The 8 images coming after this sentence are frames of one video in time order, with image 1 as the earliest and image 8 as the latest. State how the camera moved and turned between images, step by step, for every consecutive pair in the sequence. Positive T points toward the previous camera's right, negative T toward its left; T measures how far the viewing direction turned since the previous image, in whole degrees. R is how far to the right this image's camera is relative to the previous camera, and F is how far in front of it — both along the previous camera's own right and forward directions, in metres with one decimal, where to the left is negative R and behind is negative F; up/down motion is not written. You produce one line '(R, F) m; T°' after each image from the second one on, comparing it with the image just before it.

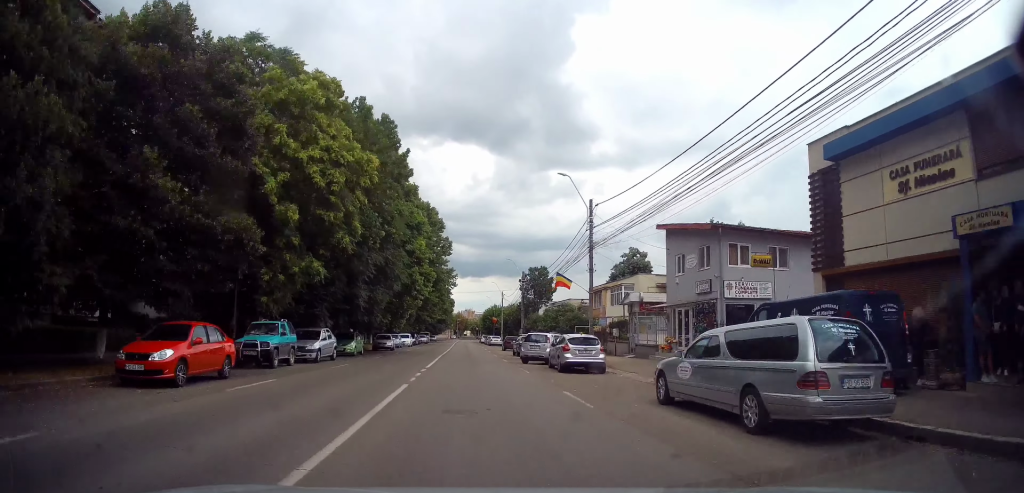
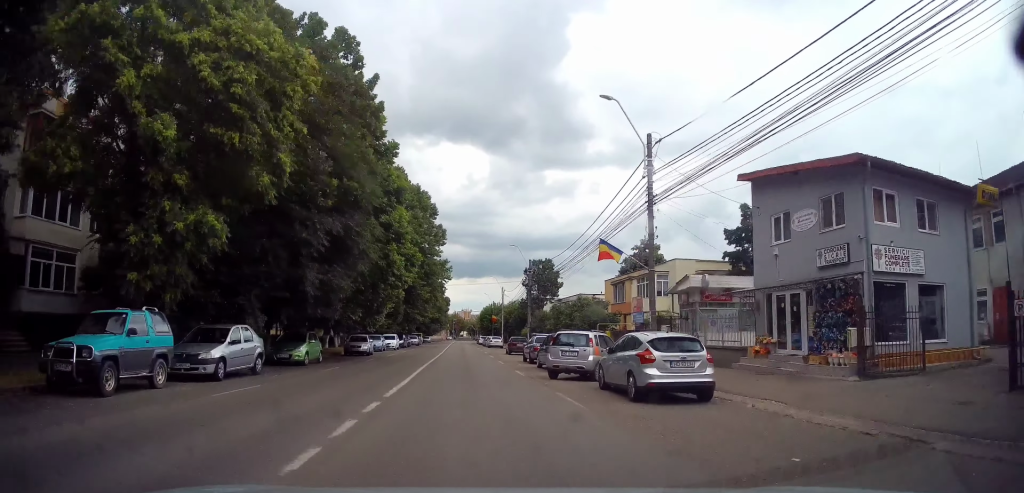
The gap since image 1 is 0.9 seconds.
(0.0, +9.6) m; +1°
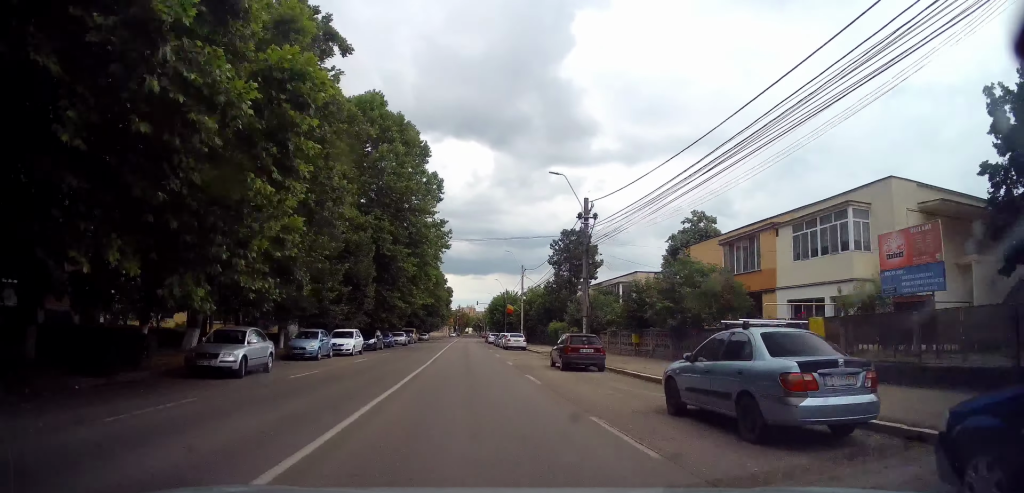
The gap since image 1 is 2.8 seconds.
(-0.1, +21.6) m; -2°
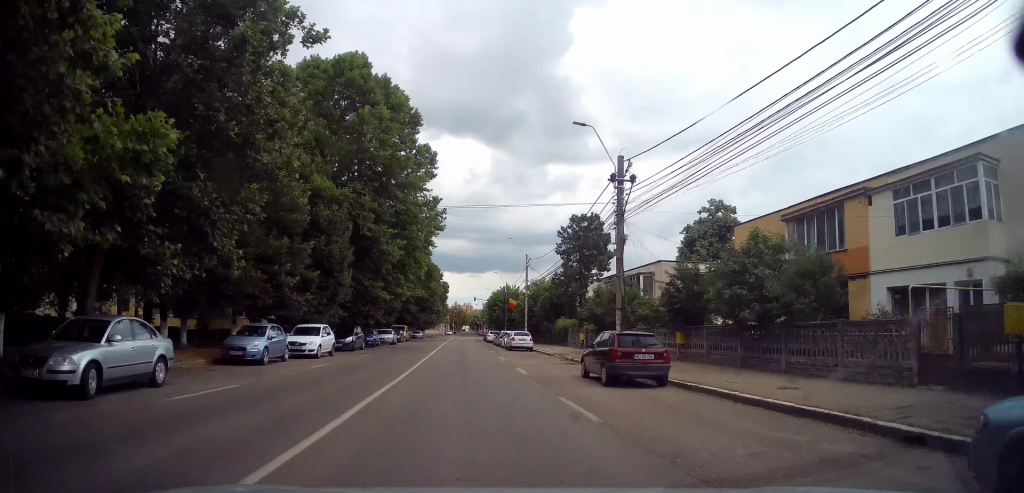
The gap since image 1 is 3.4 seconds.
(0.0, +6.7) m; +1°
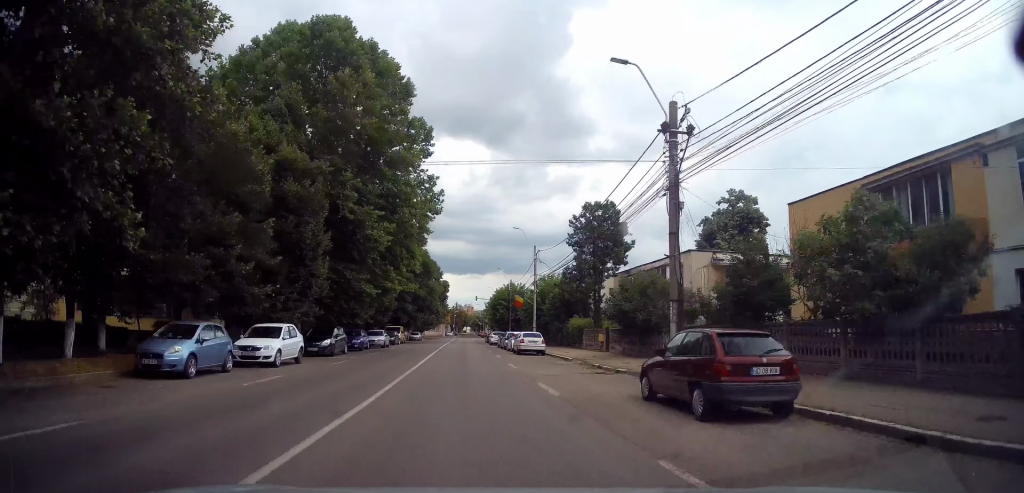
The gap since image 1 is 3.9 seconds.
(0.0, +5.6) m; +1°
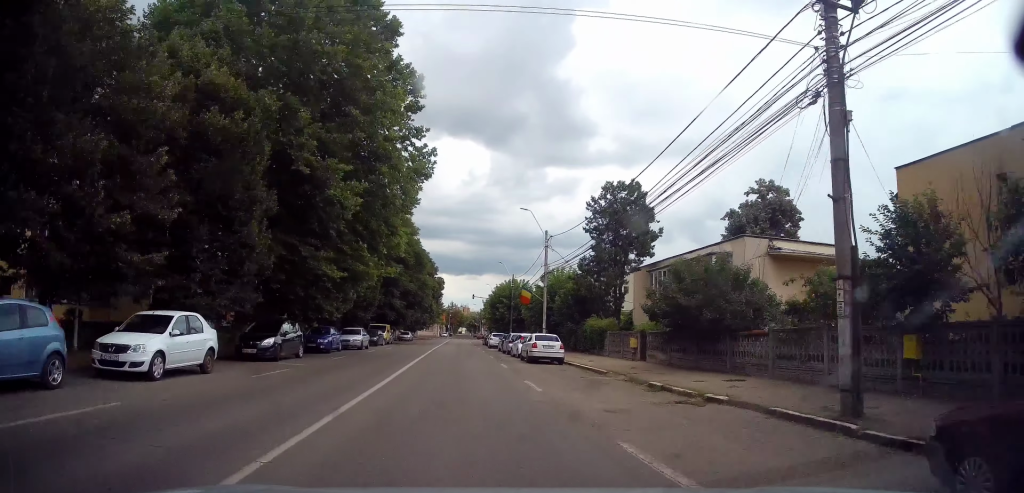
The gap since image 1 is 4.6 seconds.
(+0.2, +7.8) m; 0°
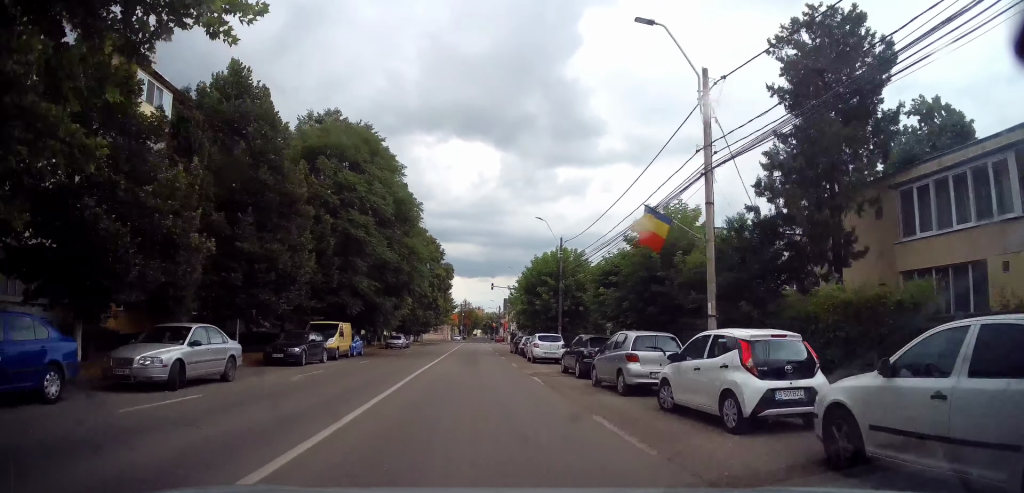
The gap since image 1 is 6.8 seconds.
(-0.5, +24.7) m; -1°
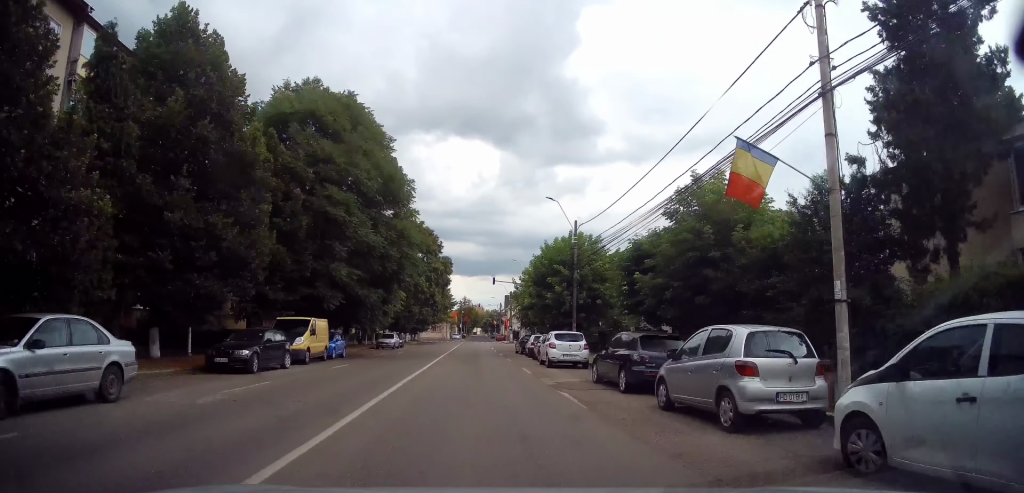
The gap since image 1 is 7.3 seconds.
(0.0, +5.1) m; 0°
